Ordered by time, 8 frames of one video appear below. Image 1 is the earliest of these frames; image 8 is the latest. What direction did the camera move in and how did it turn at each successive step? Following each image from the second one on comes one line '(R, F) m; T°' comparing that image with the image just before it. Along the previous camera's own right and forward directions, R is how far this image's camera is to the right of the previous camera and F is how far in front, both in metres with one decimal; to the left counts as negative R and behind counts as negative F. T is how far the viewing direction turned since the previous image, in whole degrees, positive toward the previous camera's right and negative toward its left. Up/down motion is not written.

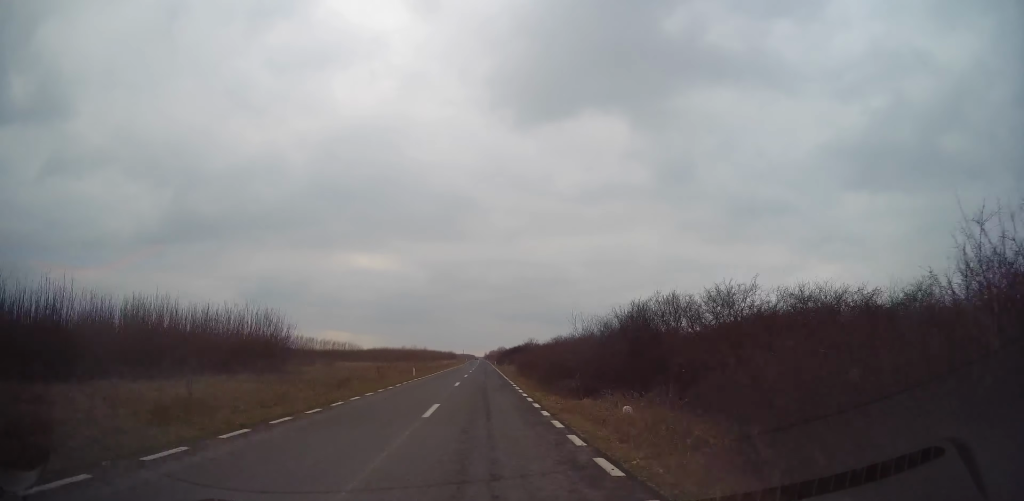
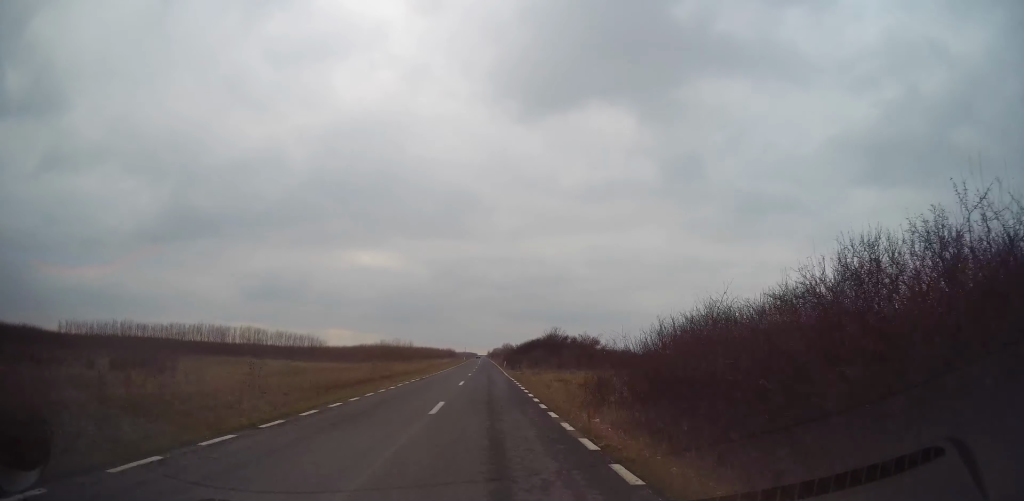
(+0.7, +34.9) m; 0°
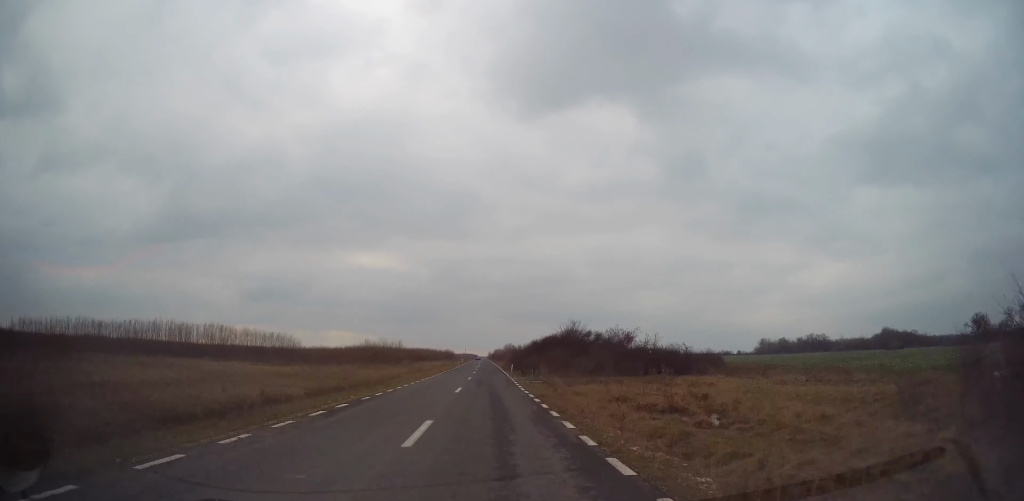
(-0.5, +15.6) m; -1°
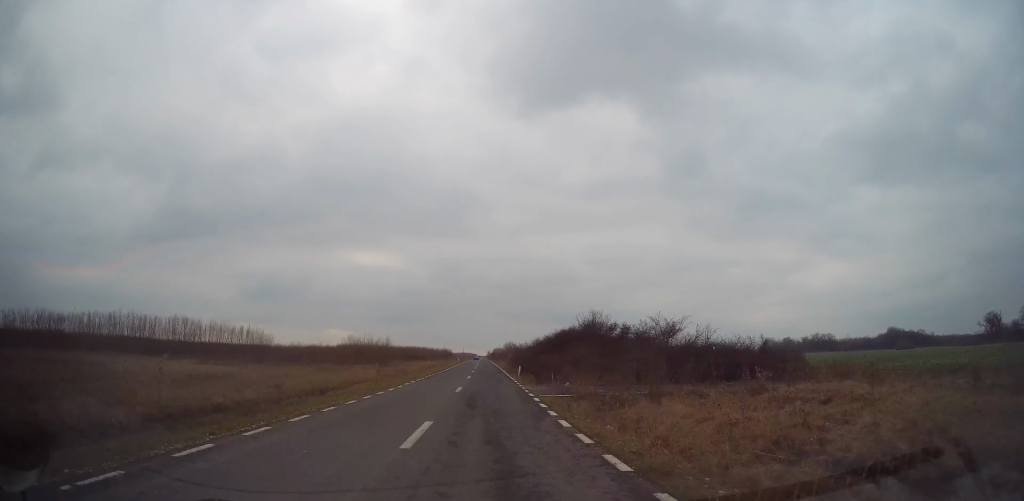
(-0.3, +11.9) m; 0°
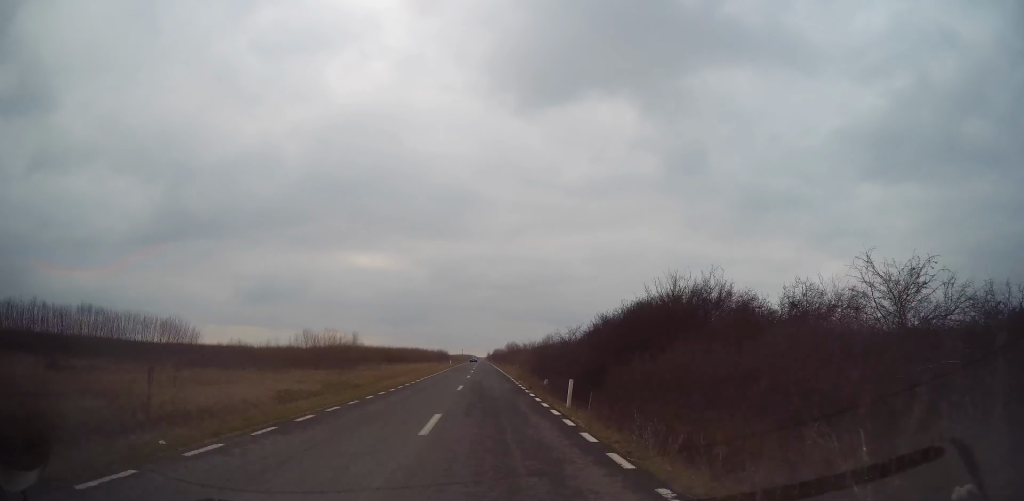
(+0.3, +22.1) m; +1°
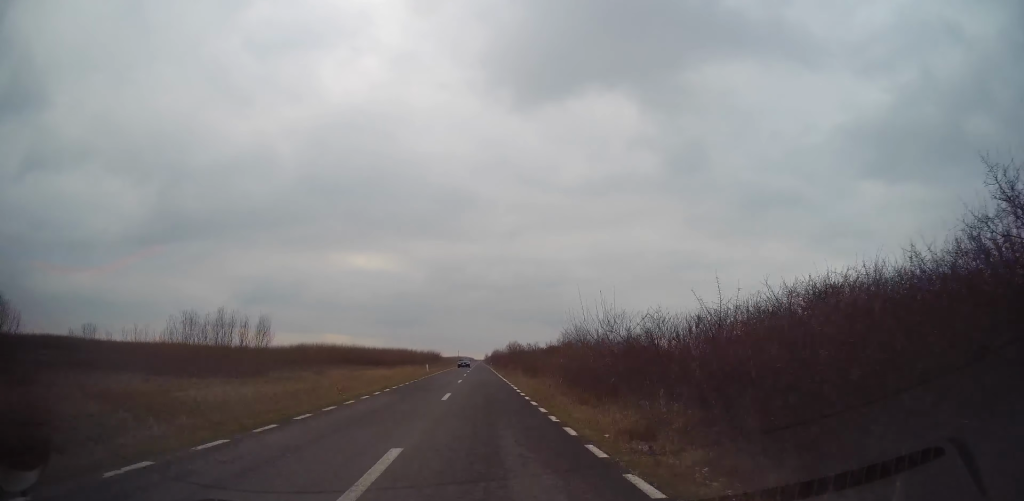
(+0.1, +27.8) m; 0°
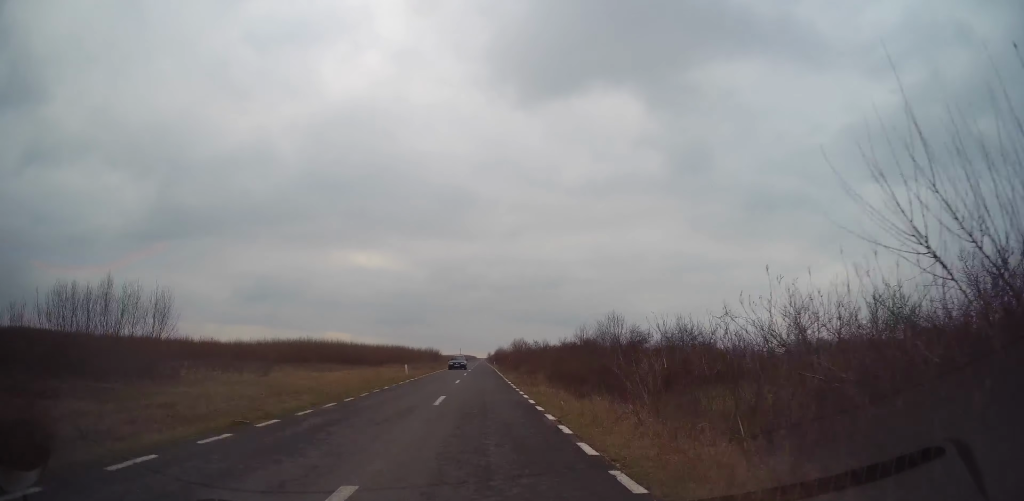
(-0.1, +14.1) m; 0°
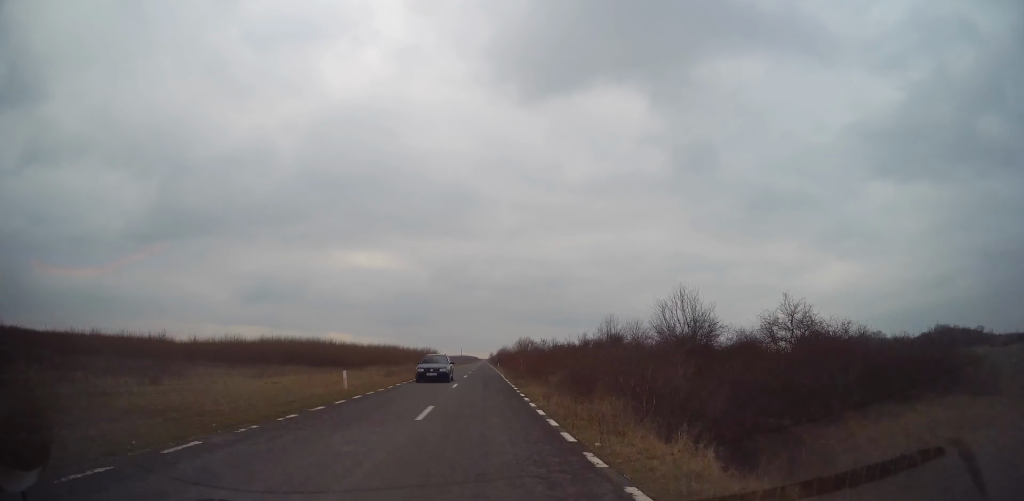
(-0.1, +15.0) m; -1°
